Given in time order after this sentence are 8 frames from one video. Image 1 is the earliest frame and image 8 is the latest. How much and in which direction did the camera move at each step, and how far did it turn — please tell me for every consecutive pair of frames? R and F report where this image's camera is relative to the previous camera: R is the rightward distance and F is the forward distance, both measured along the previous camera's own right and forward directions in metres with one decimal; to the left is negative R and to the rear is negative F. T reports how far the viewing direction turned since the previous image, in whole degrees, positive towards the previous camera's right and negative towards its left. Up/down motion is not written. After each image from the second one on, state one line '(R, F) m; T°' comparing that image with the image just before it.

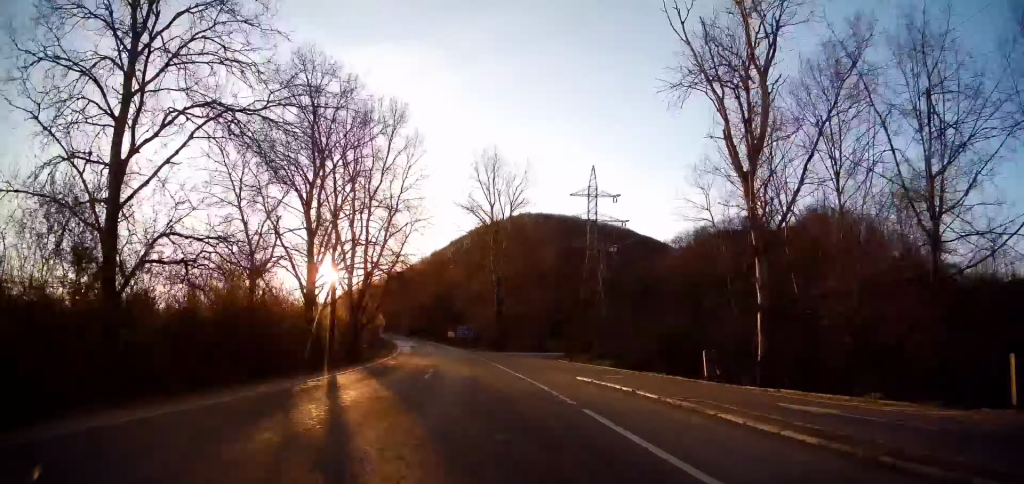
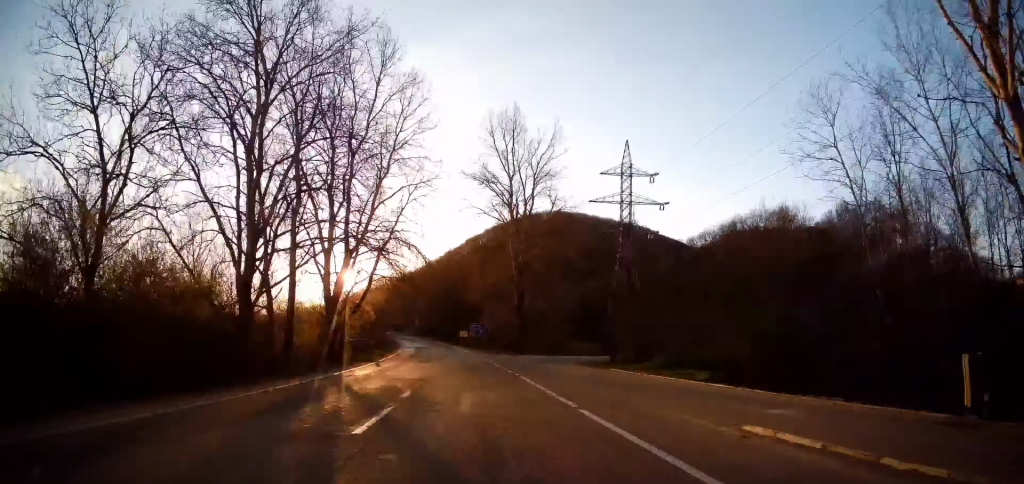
(-0.1, +12.0) m; -1°
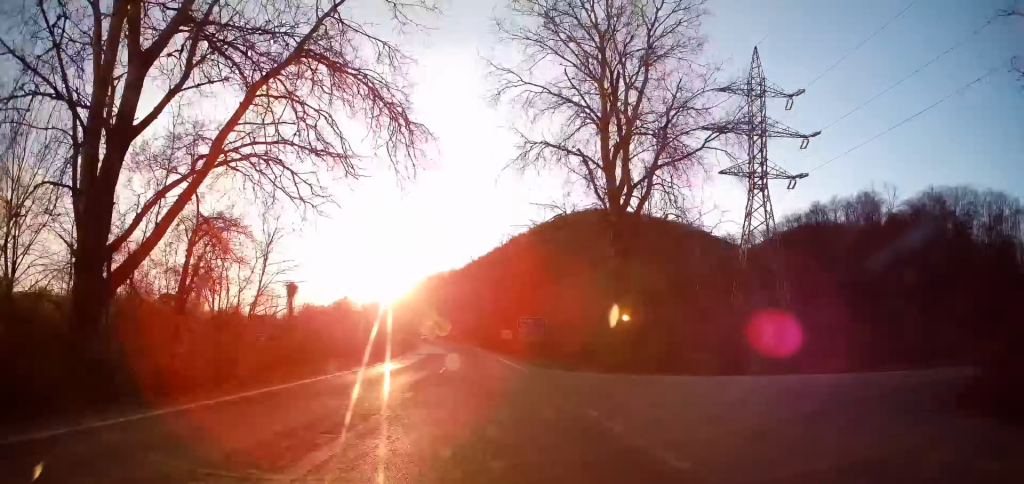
(-0.7, +28.3) m; -4°
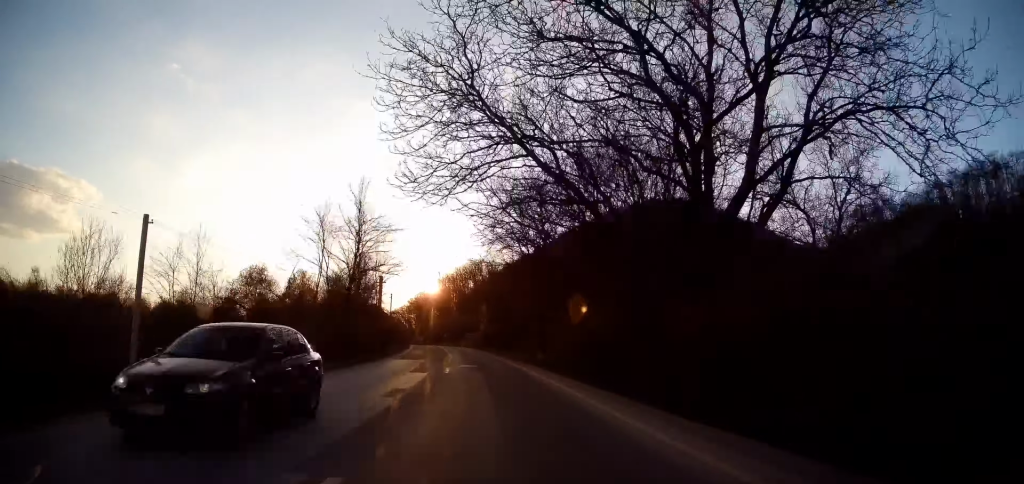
(-3.3, +54.6) m; -6°
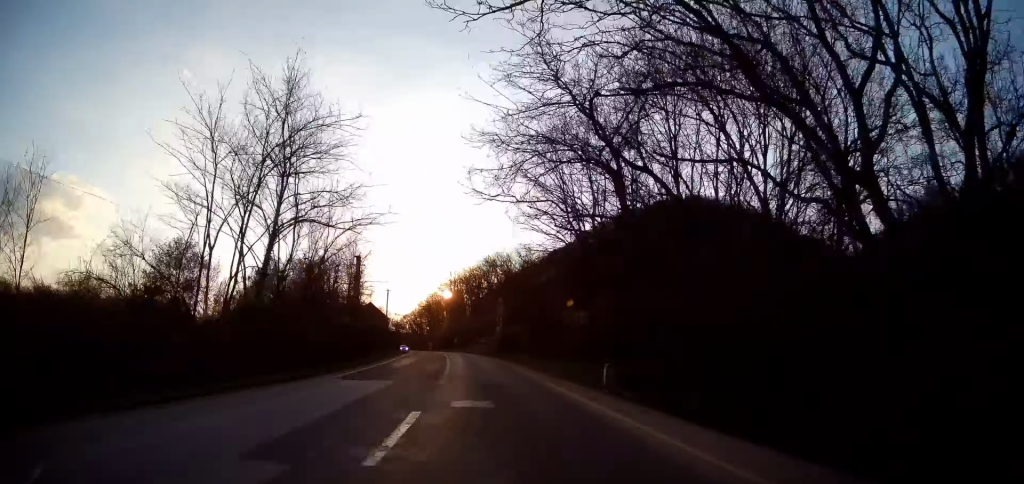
(-0.4, +15.3) m; -1°
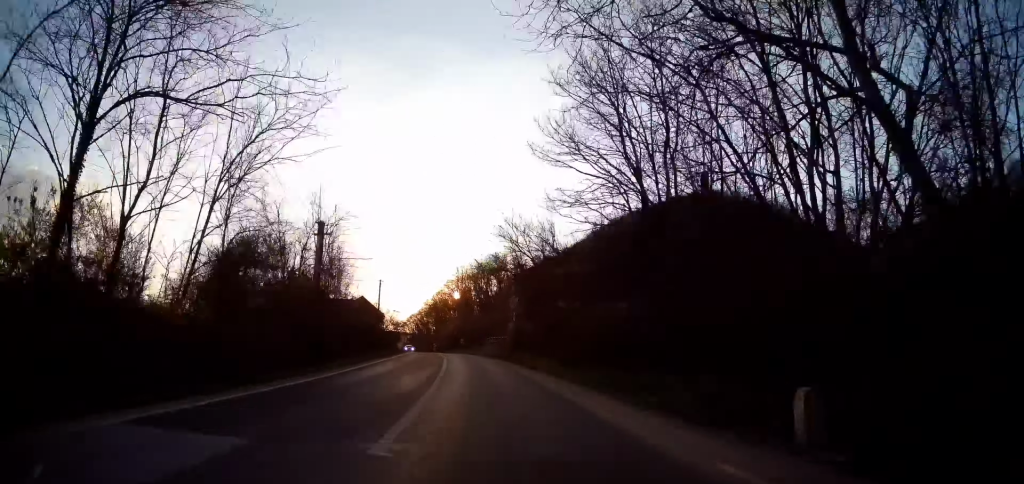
(+0.1, +11.0) m; -1°
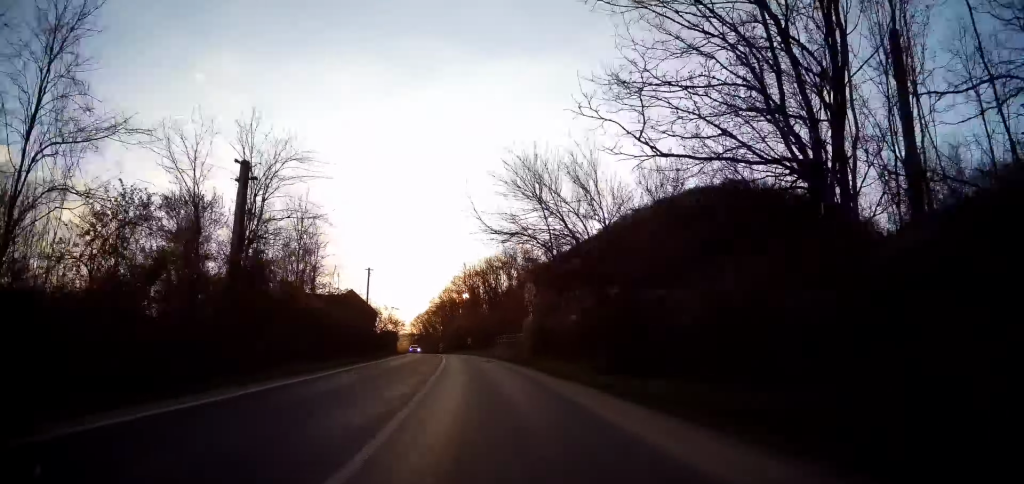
(+0.1, +10.3) m; -1°
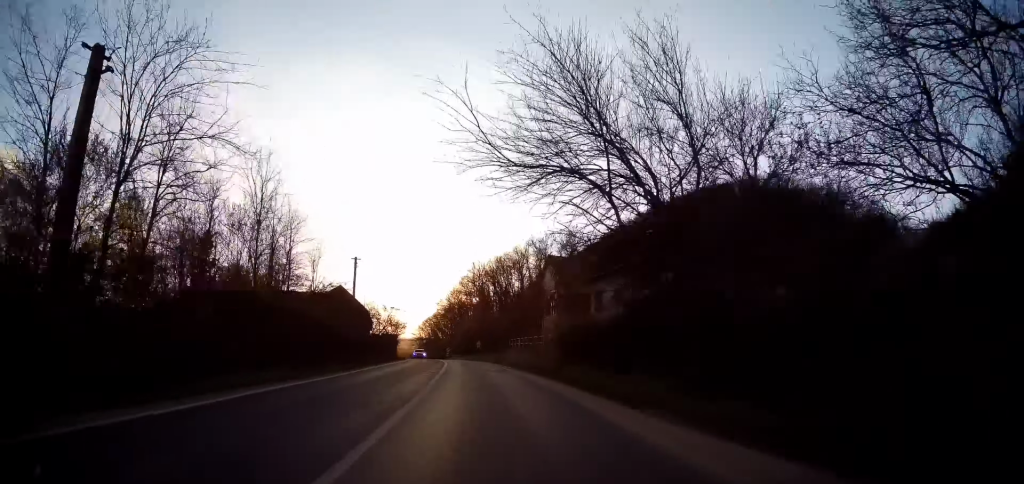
(-0.2, +8.9) m; -1°
